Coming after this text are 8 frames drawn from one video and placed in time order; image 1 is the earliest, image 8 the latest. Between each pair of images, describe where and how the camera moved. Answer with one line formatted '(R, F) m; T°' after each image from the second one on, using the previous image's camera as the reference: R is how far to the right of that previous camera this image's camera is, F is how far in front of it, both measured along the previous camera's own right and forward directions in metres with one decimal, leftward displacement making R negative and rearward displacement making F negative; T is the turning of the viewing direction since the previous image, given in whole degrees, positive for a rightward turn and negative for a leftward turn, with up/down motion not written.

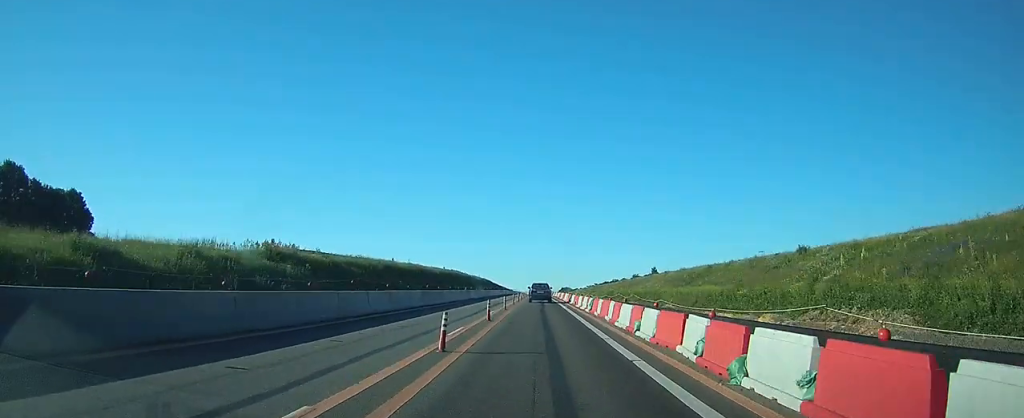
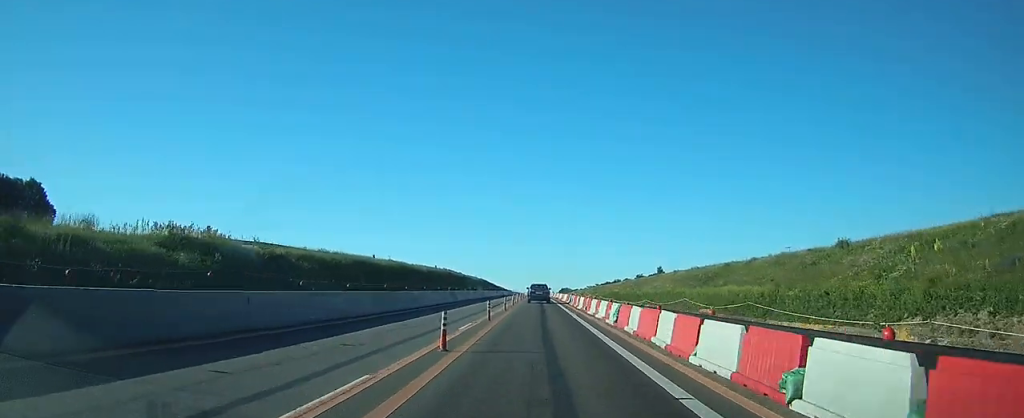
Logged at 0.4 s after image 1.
(0.0, +9.9) m; 0°
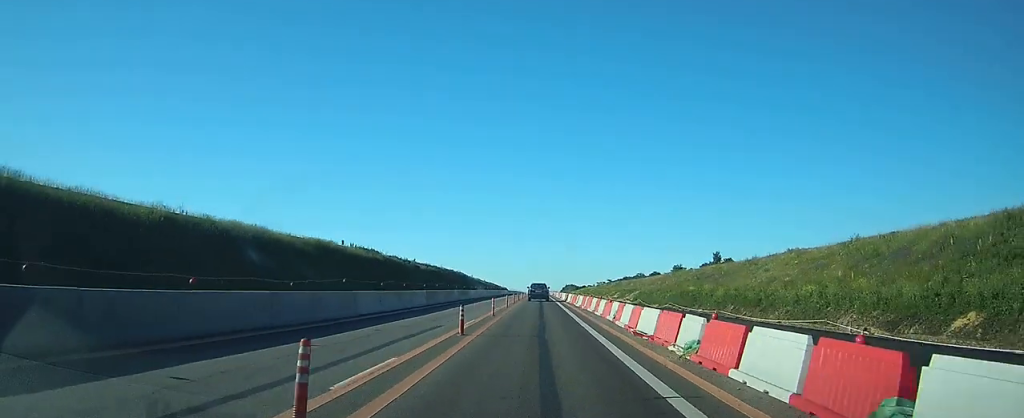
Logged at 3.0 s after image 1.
(+0.2, +57.9) m; 0°
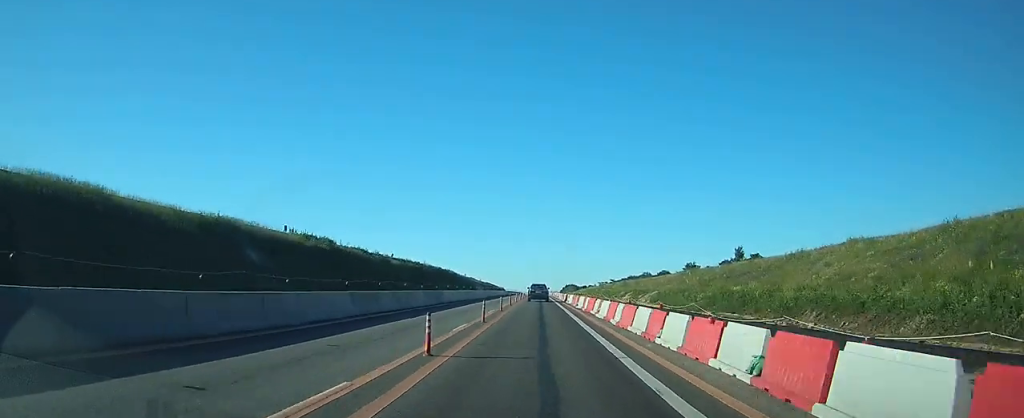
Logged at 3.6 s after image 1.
(0.0, +14.5) m; 0°
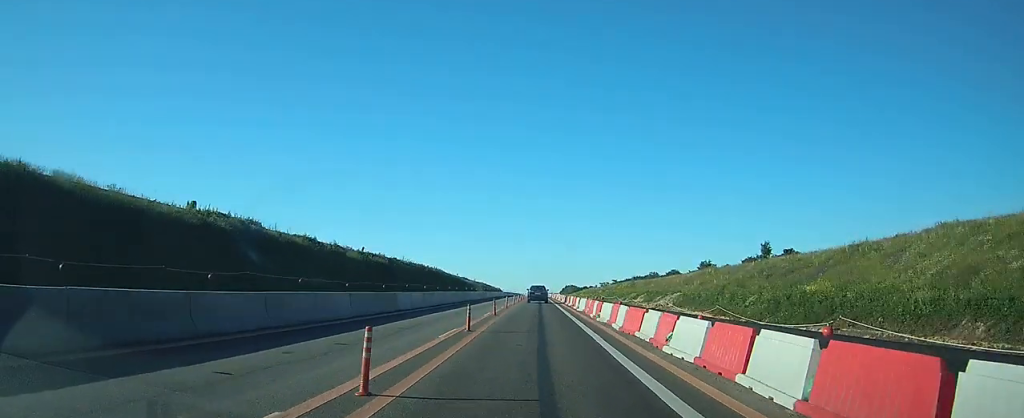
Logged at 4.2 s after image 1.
(0.0, +13.8) m; 0°
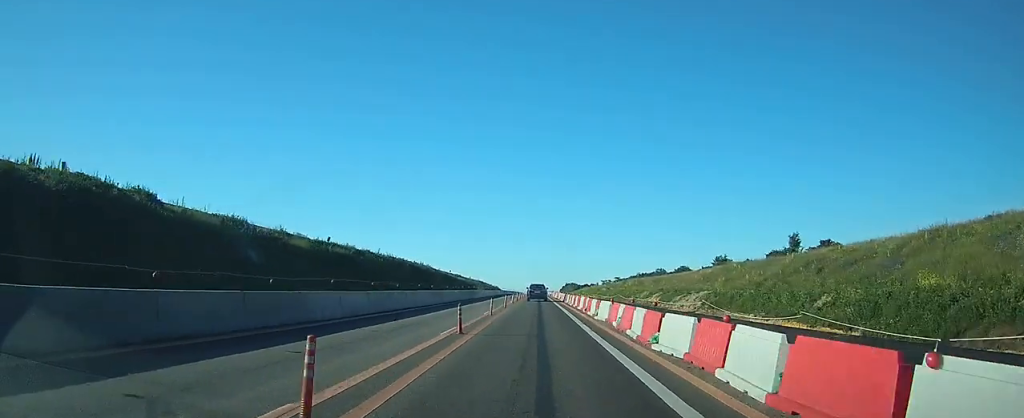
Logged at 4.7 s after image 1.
(0.0, +11.5) m; 0°
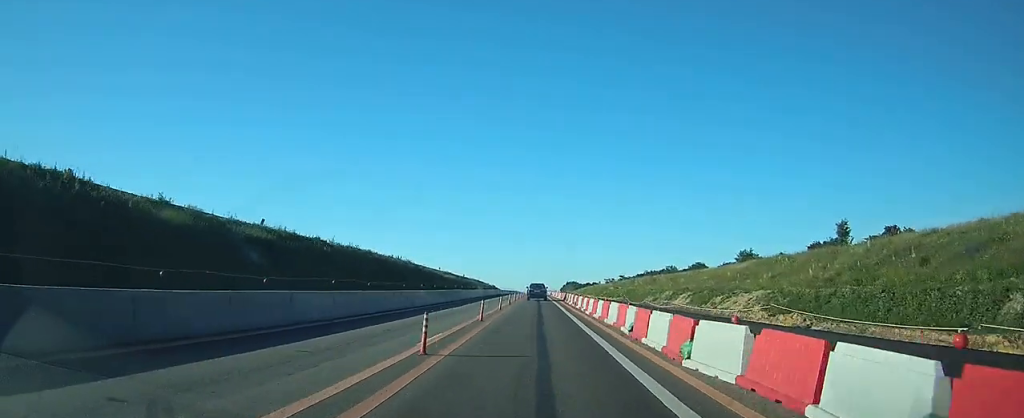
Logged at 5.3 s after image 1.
(0.0, +14.6) m; 0°
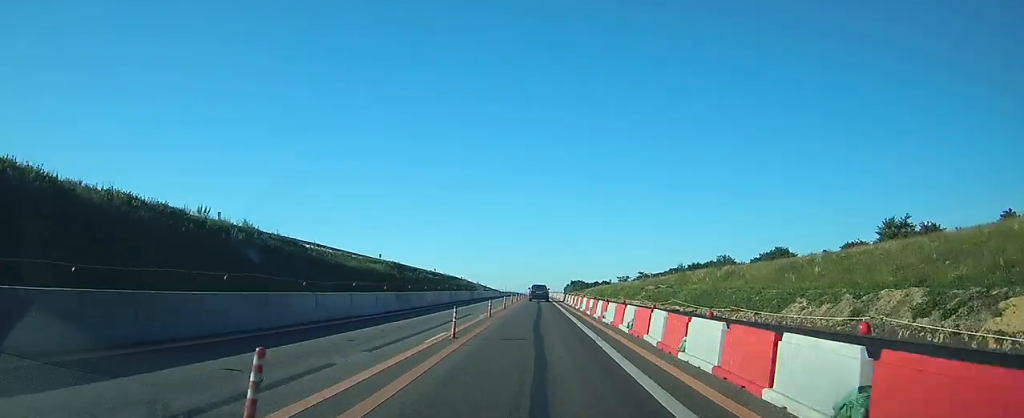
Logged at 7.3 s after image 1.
(-0.2, +46.4) m; -1°
